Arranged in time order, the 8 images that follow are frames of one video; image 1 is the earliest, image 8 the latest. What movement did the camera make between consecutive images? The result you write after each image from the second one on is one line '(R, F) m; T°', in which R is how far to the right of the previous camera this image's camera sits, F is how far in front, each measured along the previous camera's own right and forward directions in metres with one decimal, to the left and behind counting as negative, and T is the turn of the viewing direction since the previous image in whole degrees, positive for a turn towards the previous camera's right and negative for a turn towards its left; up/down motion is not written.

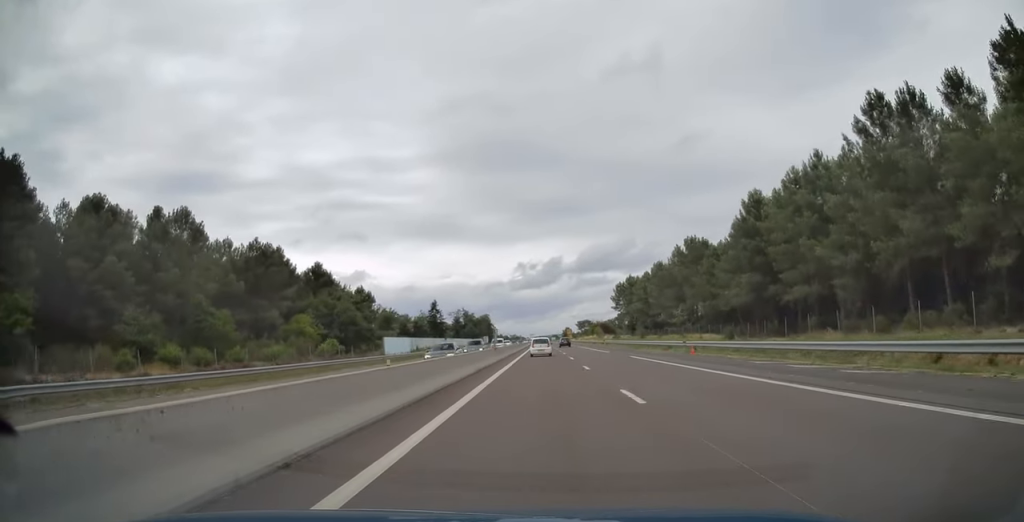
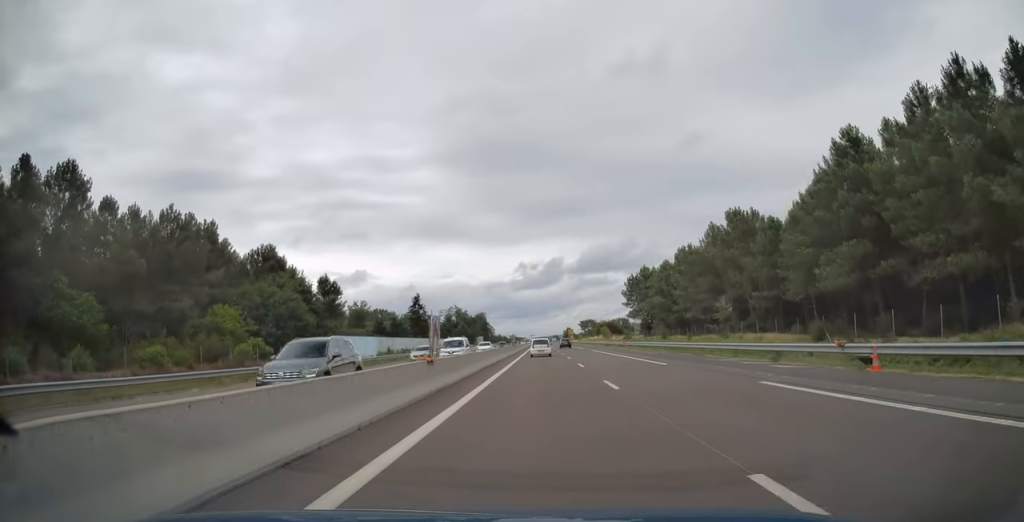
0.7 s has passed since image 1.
(0.0, +22.5) m; 0°
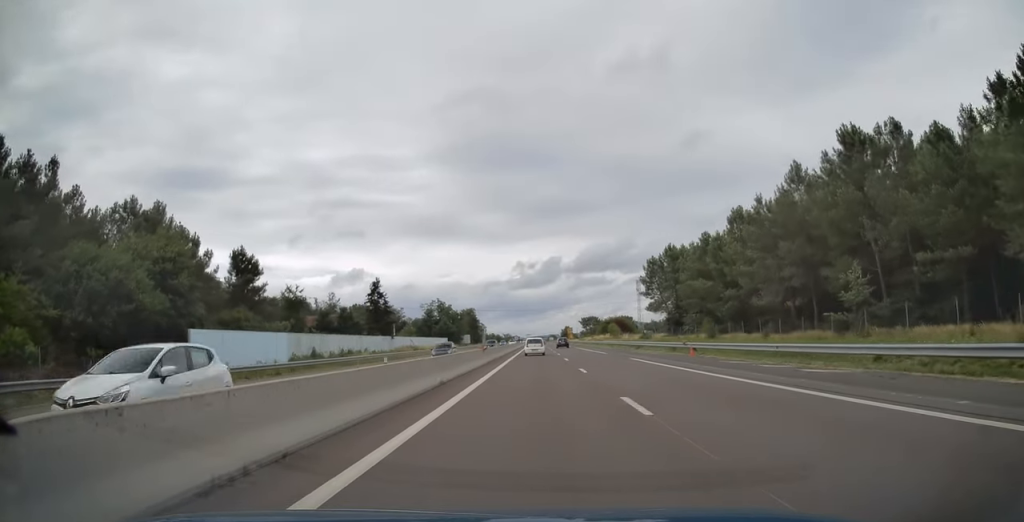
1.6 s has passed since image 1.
(0.0, +31.6) m; 0°
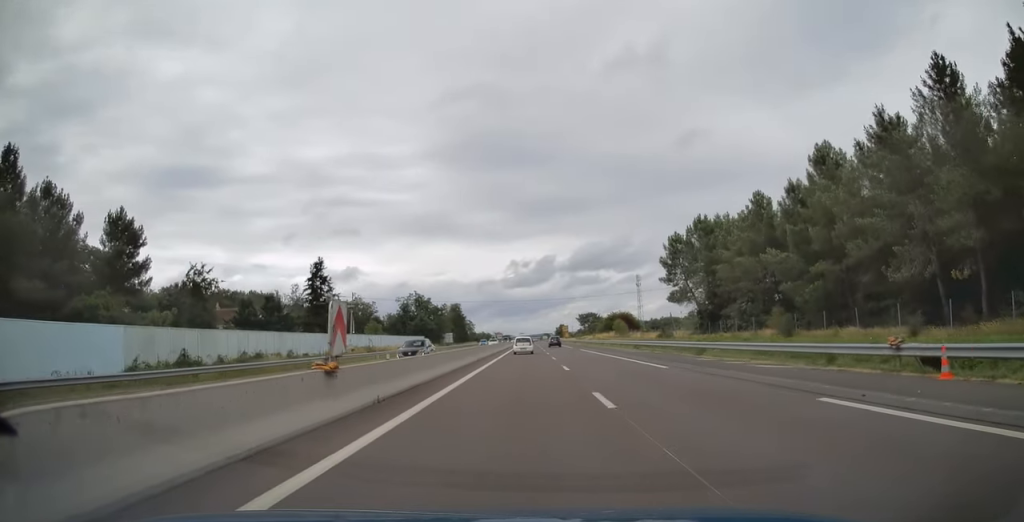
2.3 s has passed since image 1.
(+0.1, +25.2) m; 0°
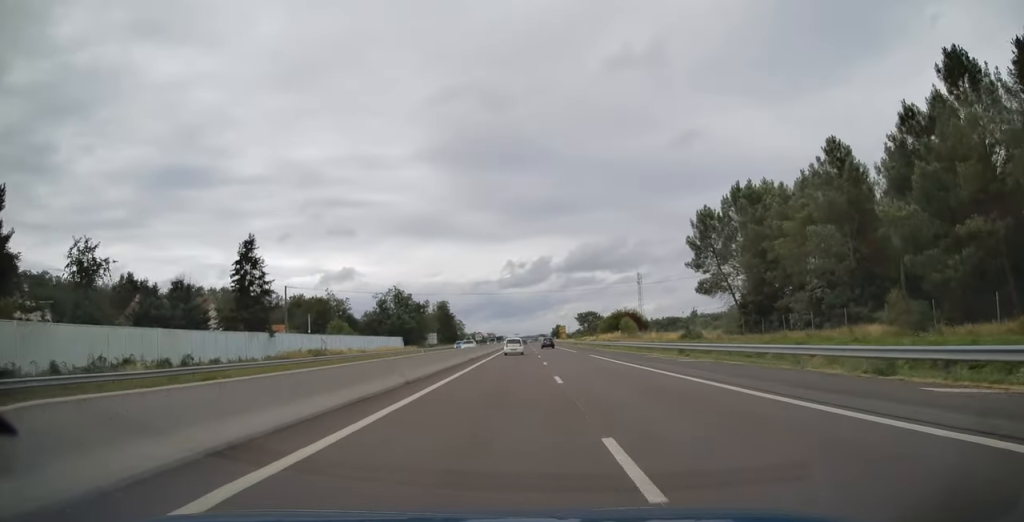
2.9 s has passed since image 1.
(0.0, +19.4) m; 0°
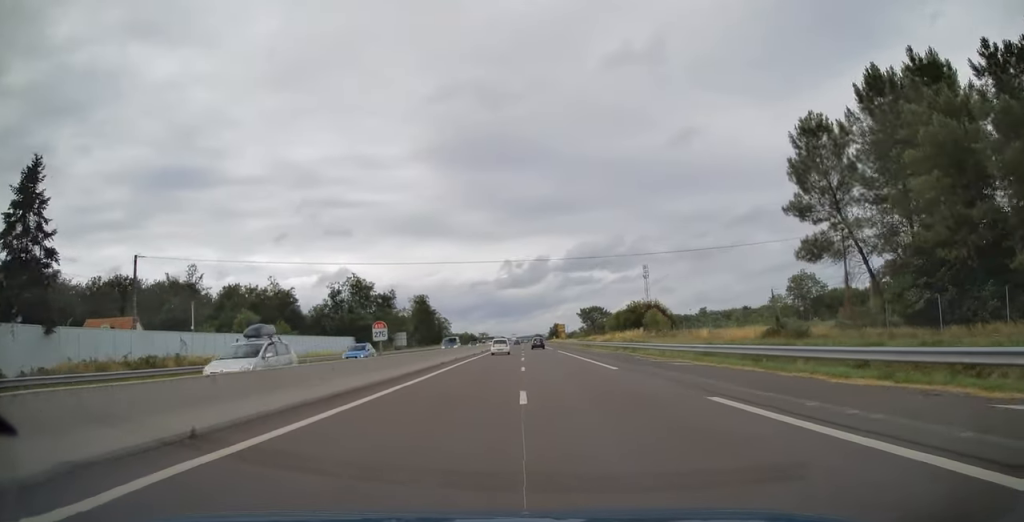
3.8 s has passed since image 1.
(+0.1, +31.7) m; +1°
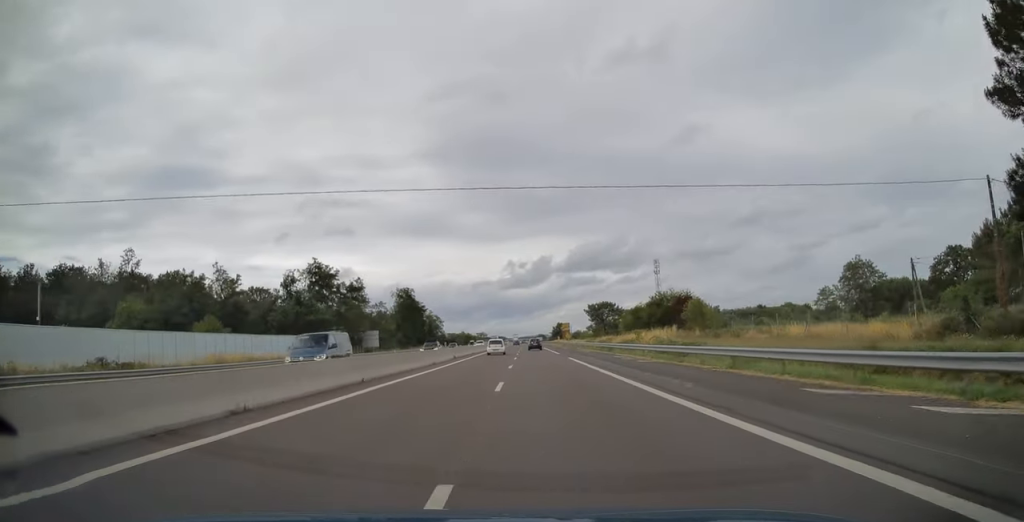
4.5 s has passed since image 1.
(+0.1, +23.0) m; 0°
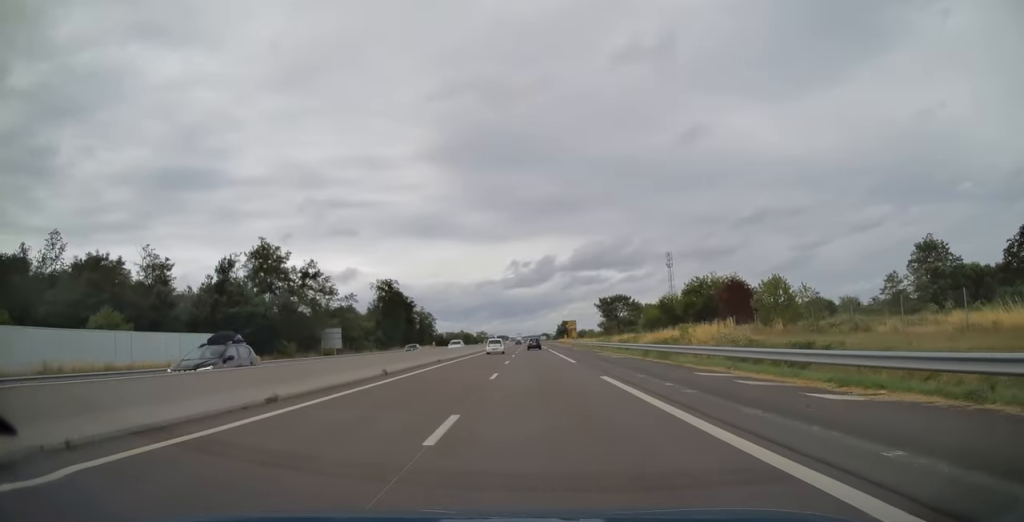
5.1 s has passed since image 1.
(0.0, +21.2) m; 0°
